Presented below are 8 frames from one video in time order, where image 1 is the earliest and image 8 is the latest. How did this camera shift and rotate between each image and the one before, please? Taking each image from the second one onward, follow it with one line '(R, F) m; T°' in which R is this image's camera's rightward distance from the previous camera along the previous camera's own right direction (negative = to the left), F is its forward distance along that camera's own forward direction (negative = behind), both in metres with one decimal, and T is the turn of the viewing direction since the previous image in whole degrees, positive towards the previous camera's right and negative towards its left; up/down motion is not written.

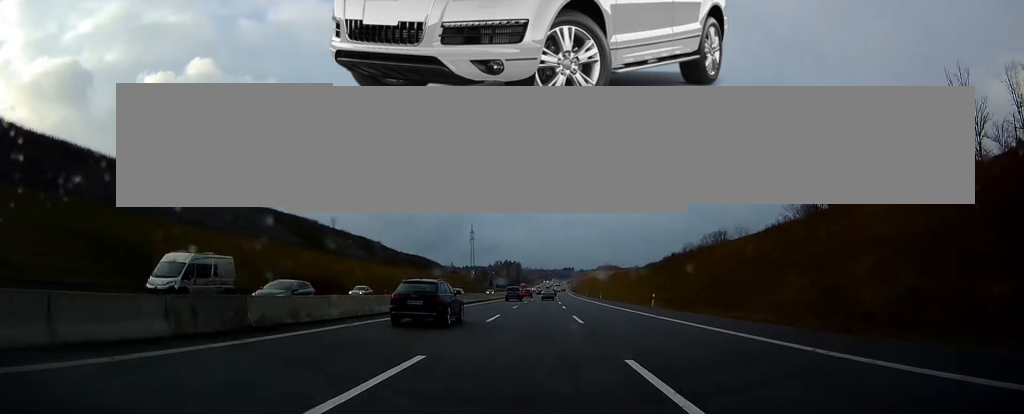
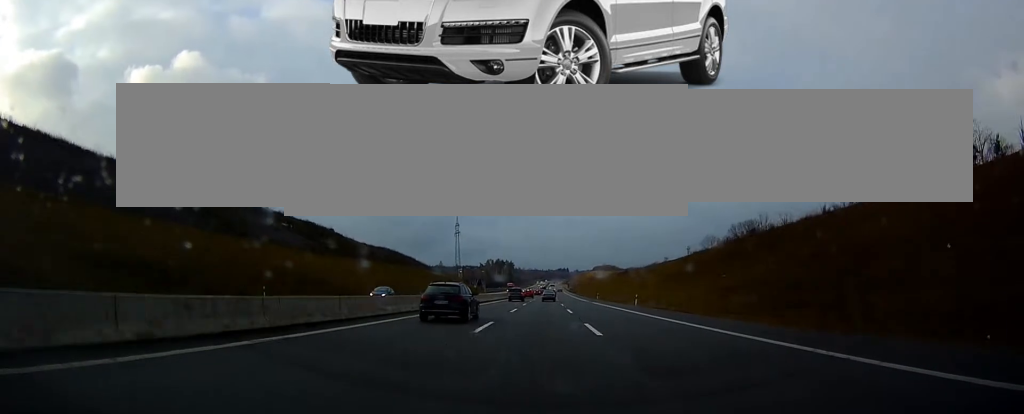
(+0.8, +41.5) m; +1°
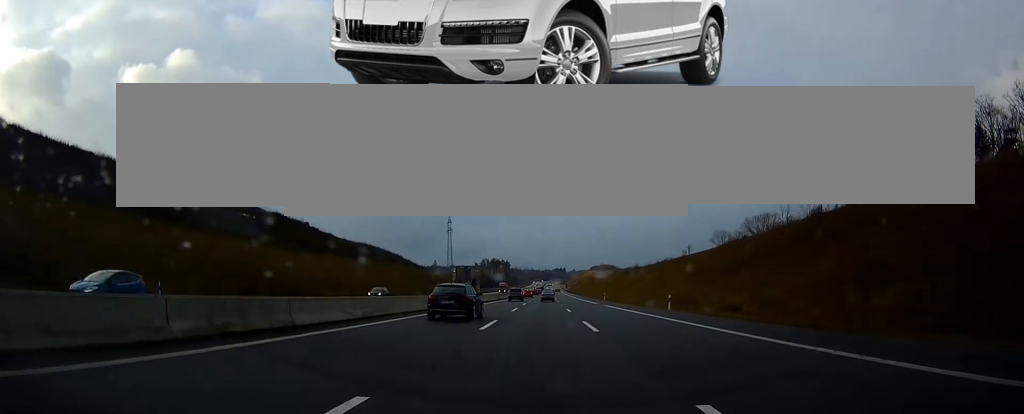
(-0.1, +15.9) m; 0°
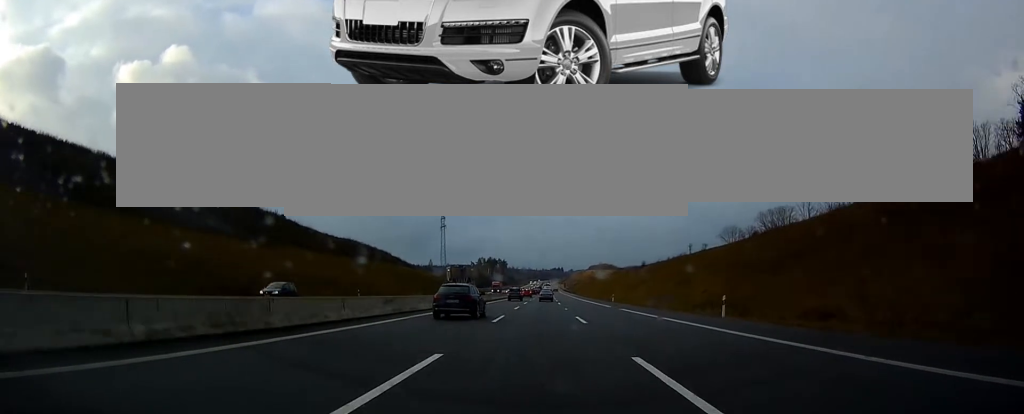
(0.0, +13.5) m; 0°
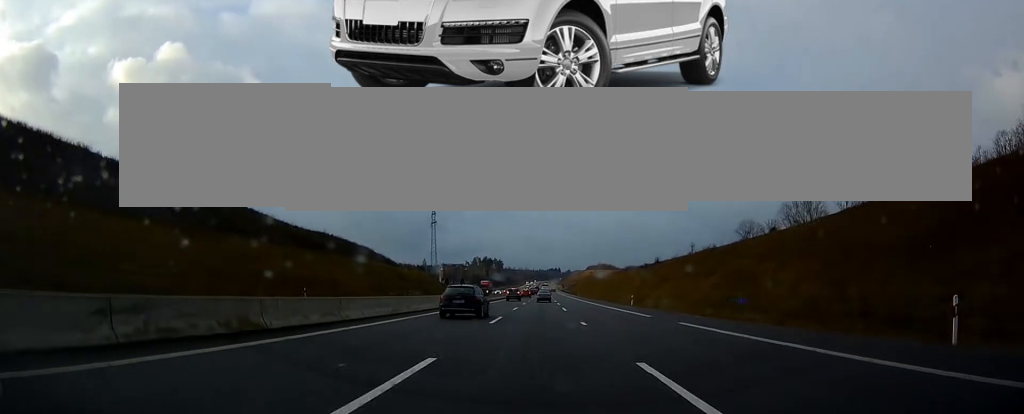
(0.0, +18.5) m; 0°
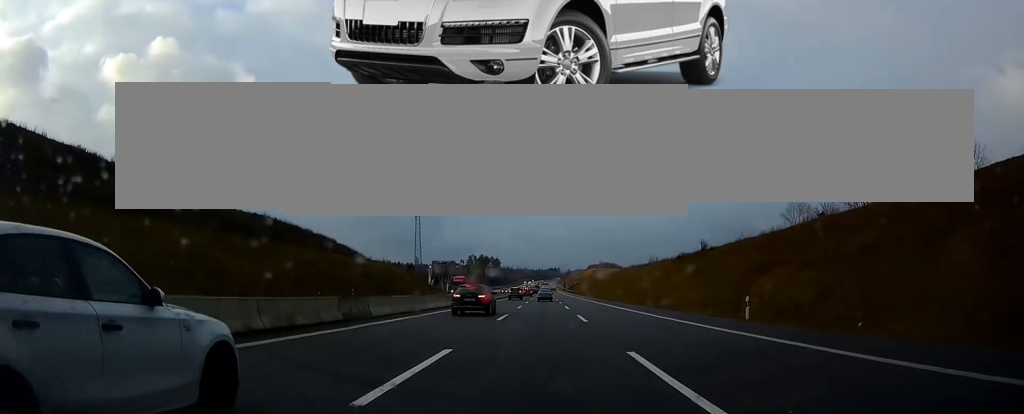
(0.0, +34.4) m; +1°
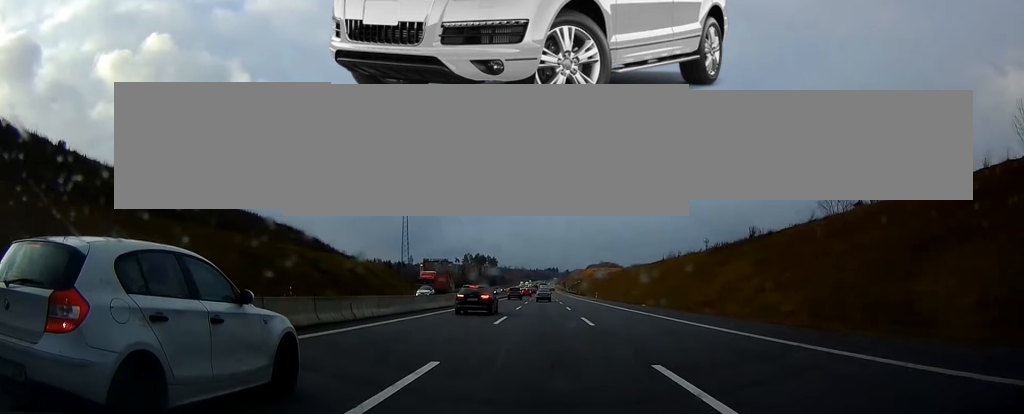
(+0.3, +19.7) m; 0°
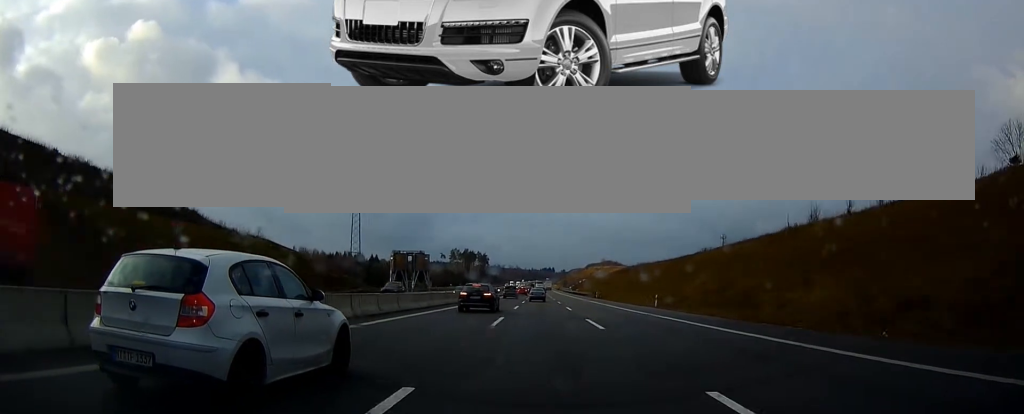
(-0.5, +56.4) m; -1°
